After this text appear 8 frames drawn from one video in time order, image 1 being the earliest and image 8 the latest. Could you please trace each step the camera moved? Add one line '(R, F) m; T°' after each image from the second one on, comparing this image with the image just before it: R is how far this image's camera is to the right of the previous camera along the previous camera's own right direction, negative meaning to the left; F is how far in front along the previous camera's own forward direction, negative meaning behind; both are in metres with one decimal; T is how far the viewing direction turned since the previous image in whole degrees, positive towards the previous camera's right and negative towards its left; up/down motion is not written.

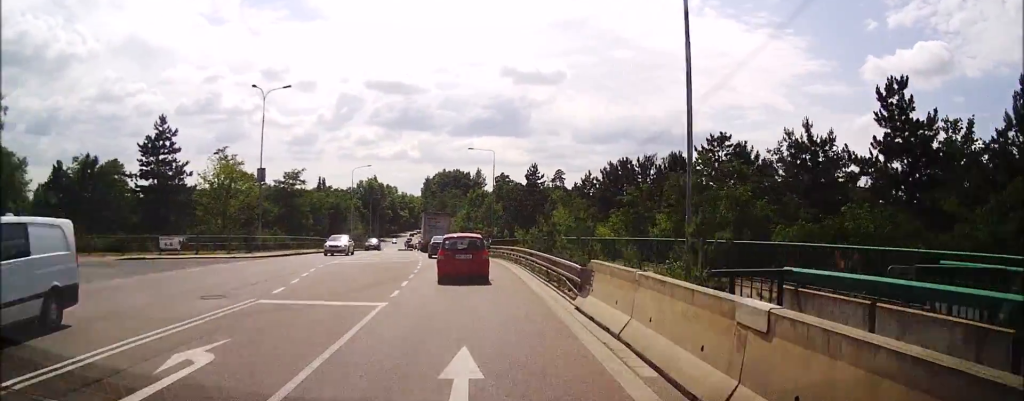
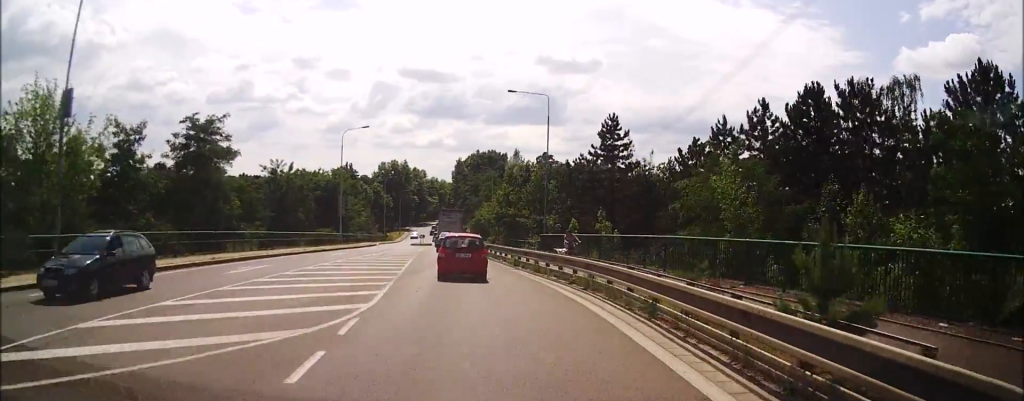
(-0.7, +24.1) m; -3°
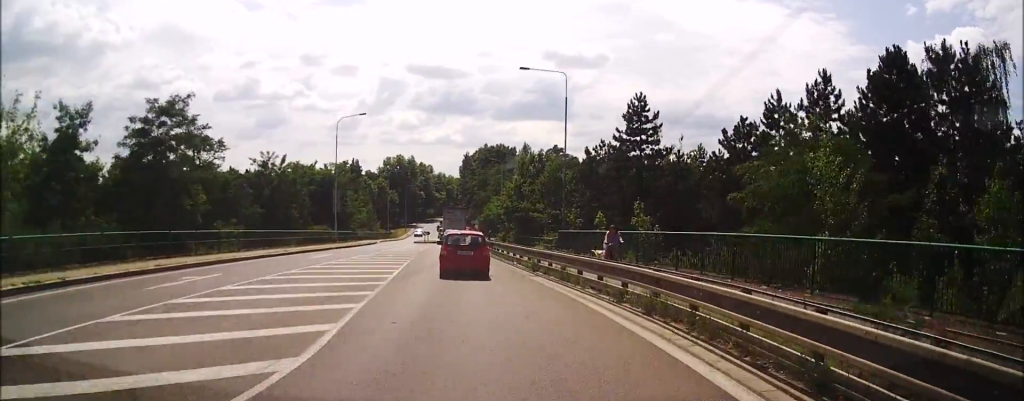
(0.0, +5.4) m; -1°
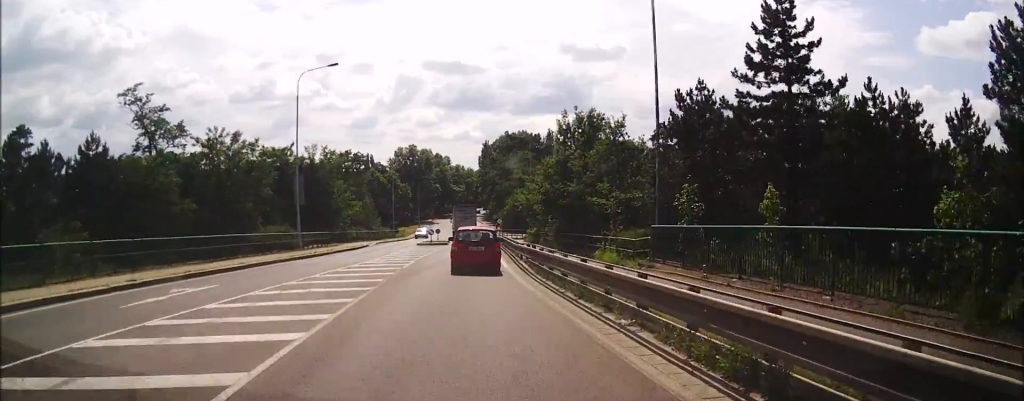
(-0.5, +17.9) m; -1°
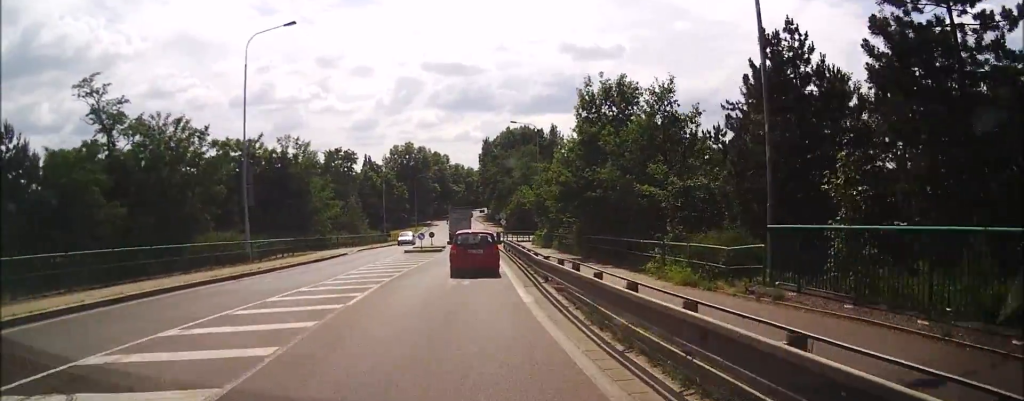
(-0.1, +9.5) m; 0°
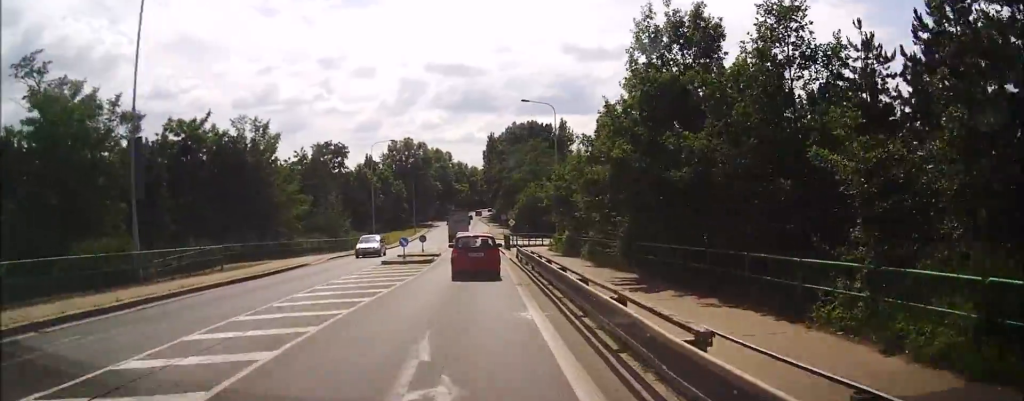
(-0.1, +11.5) m; -1°
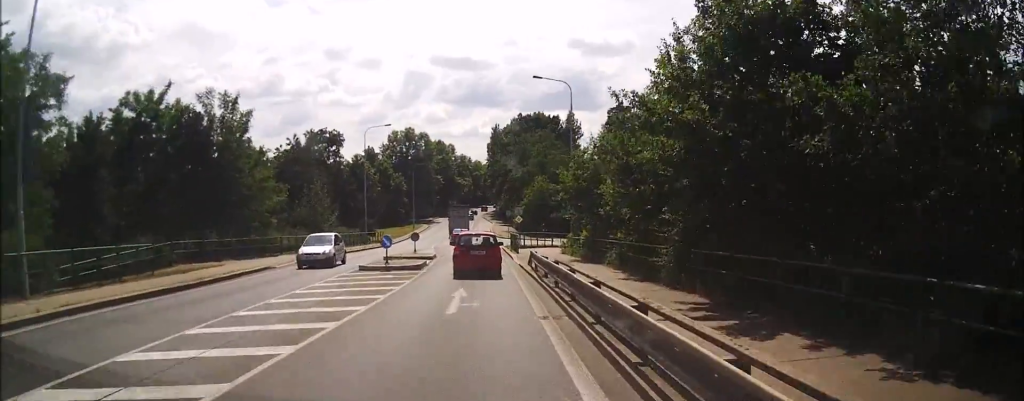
(+0.2, +6.5) m; 0°
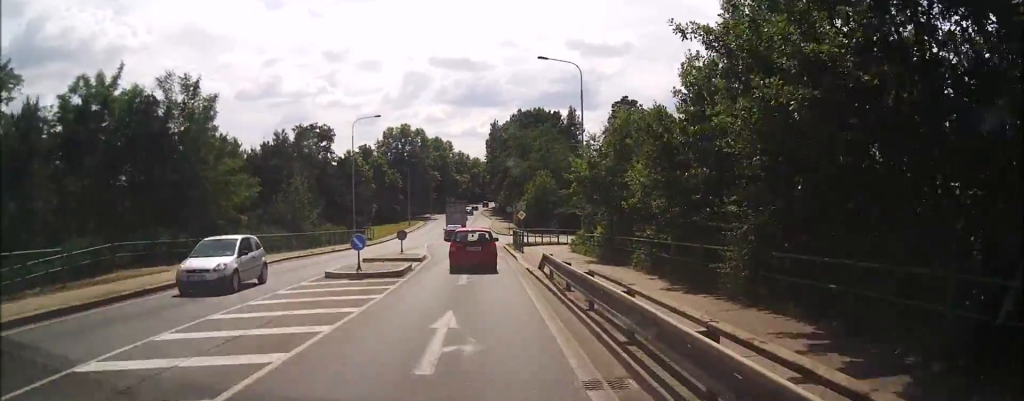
(-0.1, +5.3) m; -1°
